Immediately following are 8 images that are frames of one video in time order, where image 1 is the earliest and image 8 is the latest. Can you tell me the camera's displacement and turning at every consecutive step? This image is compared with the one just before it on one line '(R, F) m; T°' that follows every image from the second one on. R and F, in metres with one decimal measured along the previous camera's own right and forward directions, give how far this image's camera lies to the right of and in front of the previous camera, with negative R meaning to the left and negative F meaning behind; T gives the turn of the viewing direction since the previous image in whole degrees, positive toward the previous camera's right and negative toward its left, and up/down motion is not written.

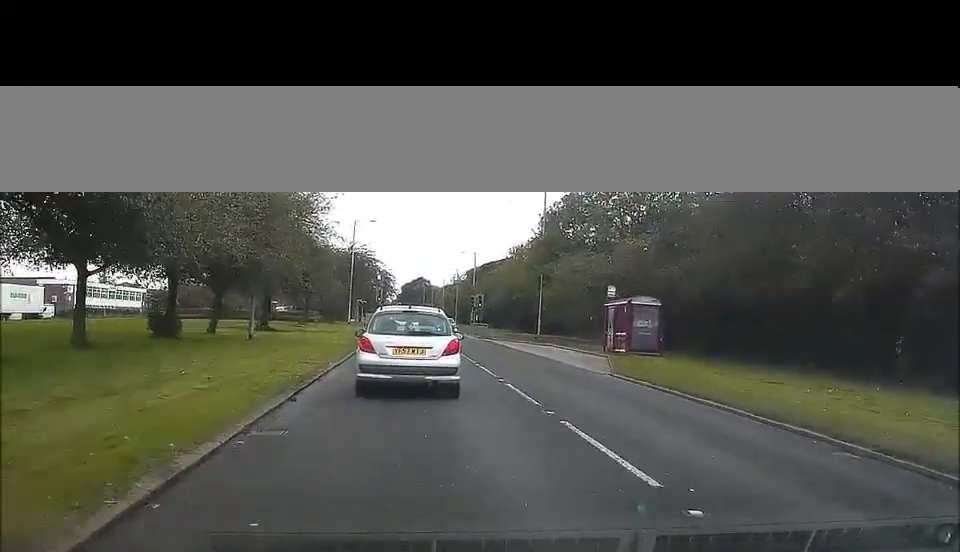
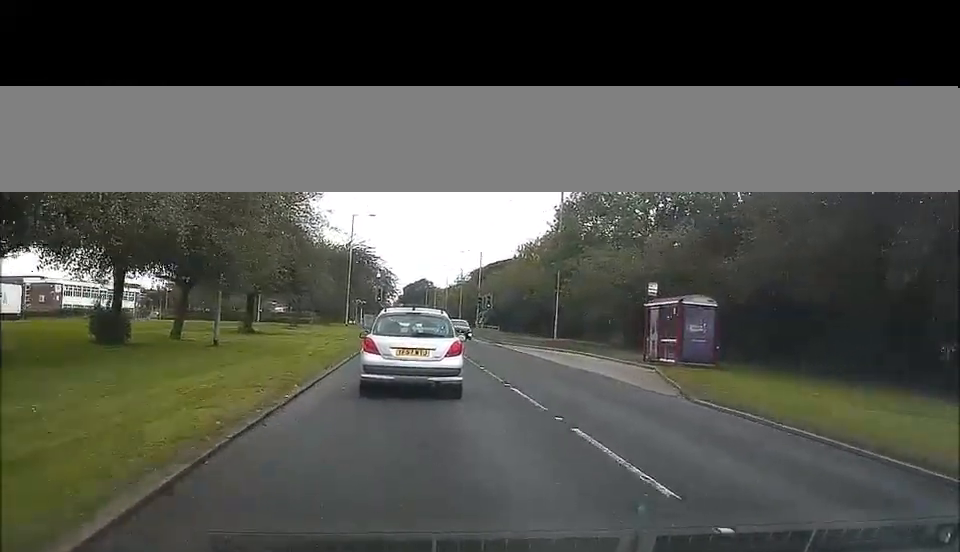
(0.0, +6.2) m; +1°
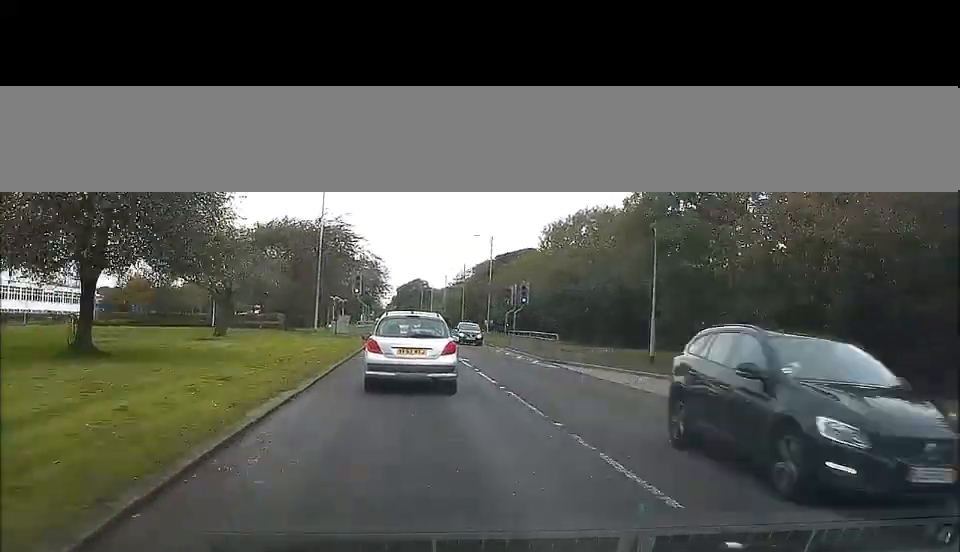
(+0.5, +23.9) m; 0°
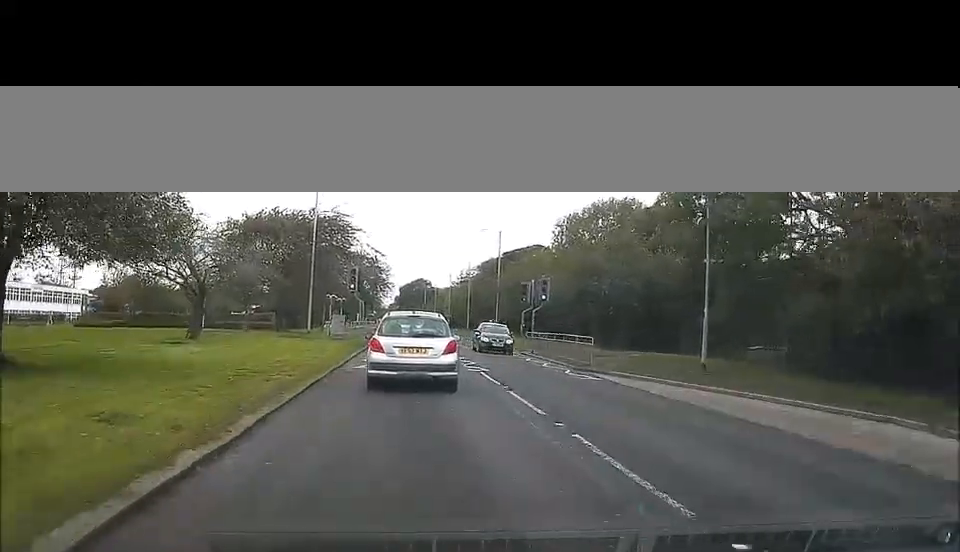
(-0.1, +6.1) m; 0°
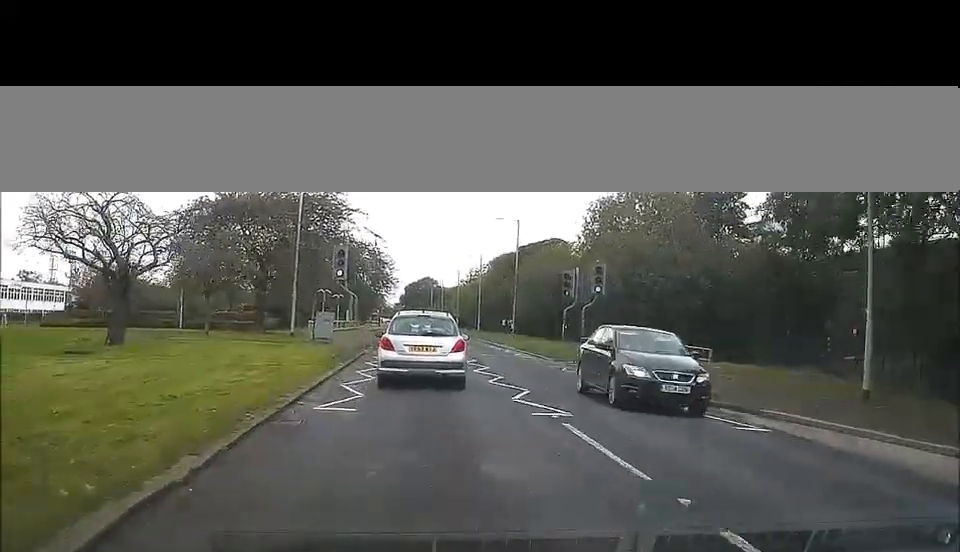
(0.0, +10.3) m; 0°
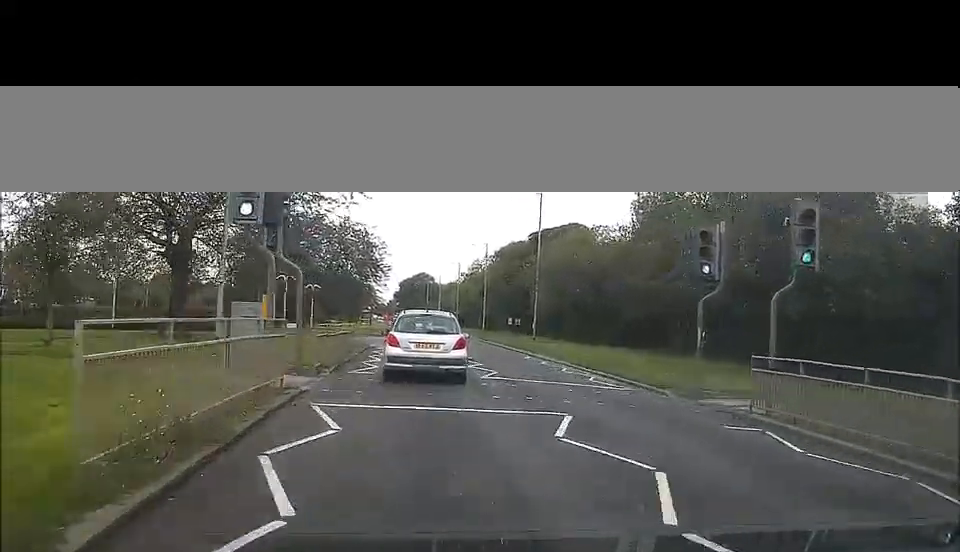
(0.0, +16.5) m; +1°
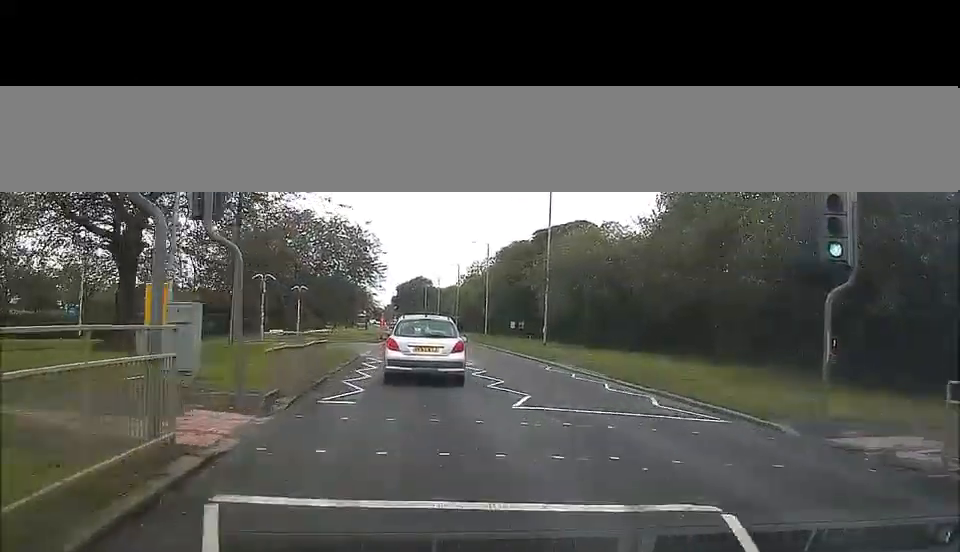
(+0.1, +6.1) m; 0°
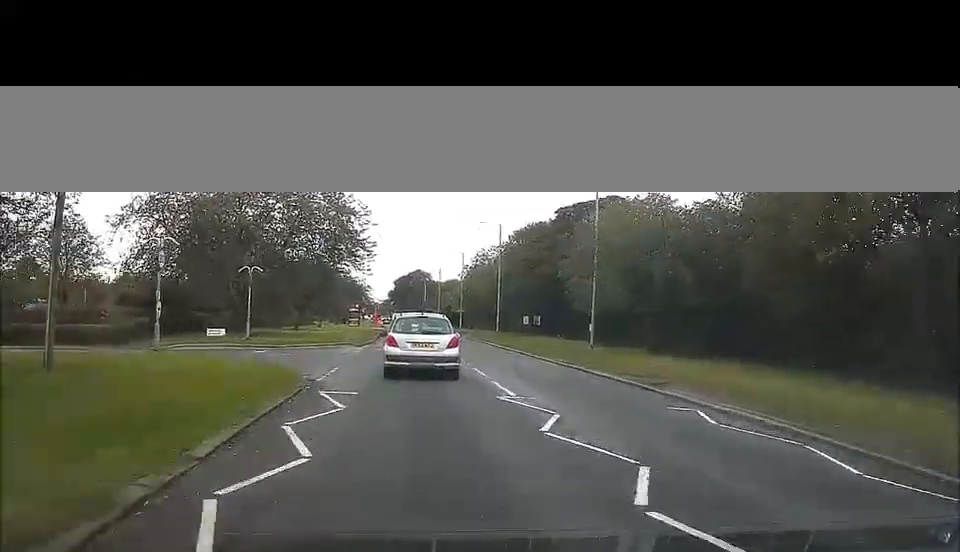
(+0.1, +15.8) m; 0°
